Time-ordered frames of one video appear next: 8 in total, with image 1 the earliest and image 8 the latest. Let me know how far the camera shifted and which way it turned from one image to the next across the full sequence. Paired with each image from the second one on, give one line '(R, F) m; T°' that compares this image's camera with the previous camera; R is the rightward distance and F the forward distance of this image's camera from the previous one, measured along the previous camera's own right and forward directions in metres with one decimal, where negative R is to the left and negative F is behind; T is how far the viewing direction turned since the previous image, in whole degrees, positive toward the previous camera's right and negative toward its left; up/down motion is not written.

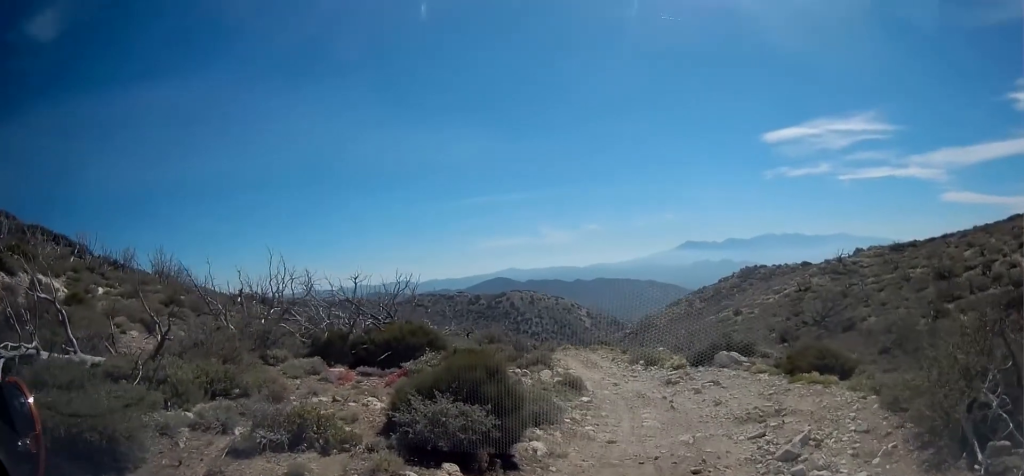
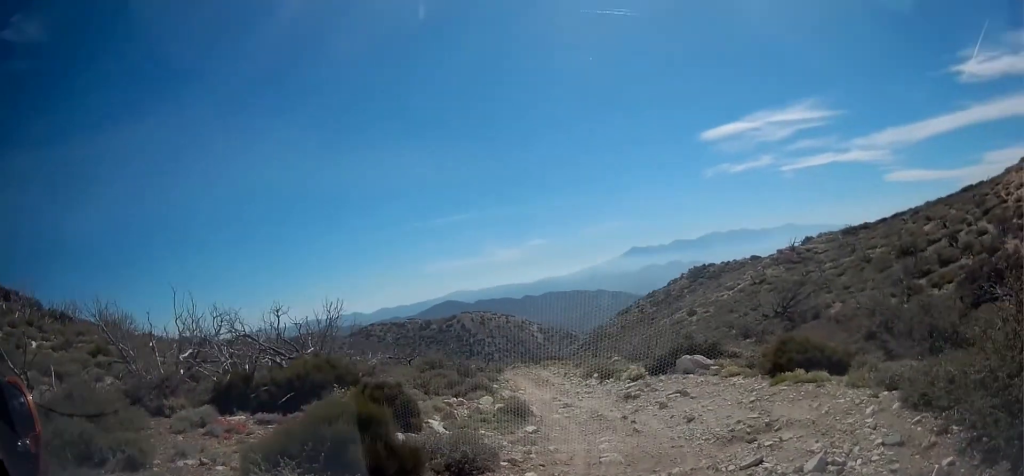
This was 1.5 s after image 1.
(+0.3, +2.4) m; +8°
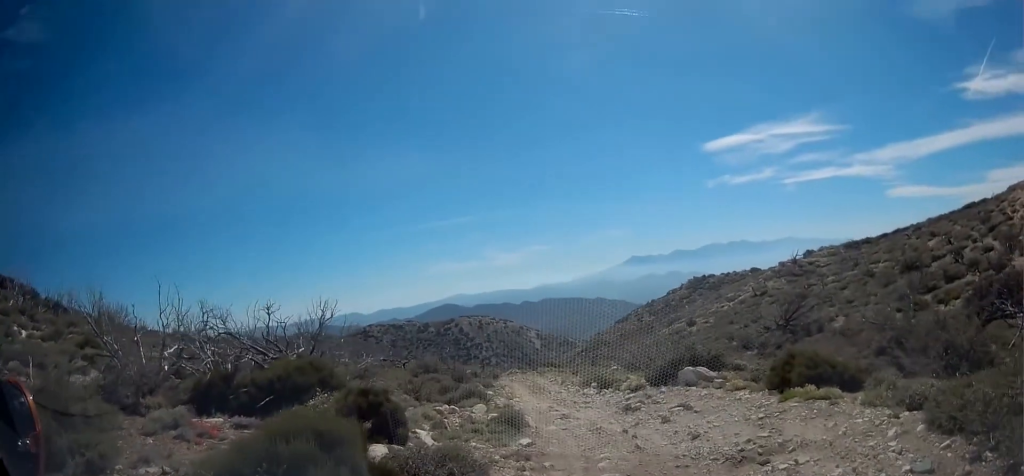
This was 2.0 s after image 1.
(0.0, +0.7) m; 0°
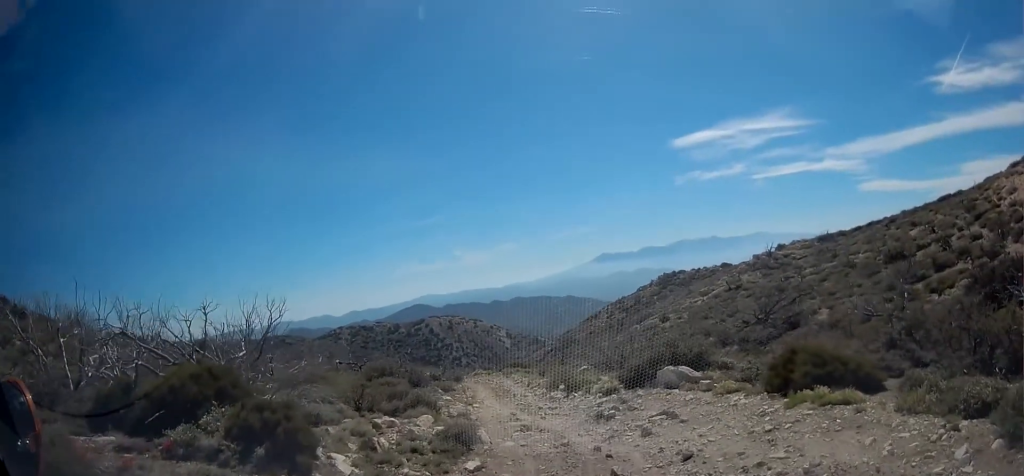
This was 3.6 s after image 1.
(+0.2, +2.4) m; +7°
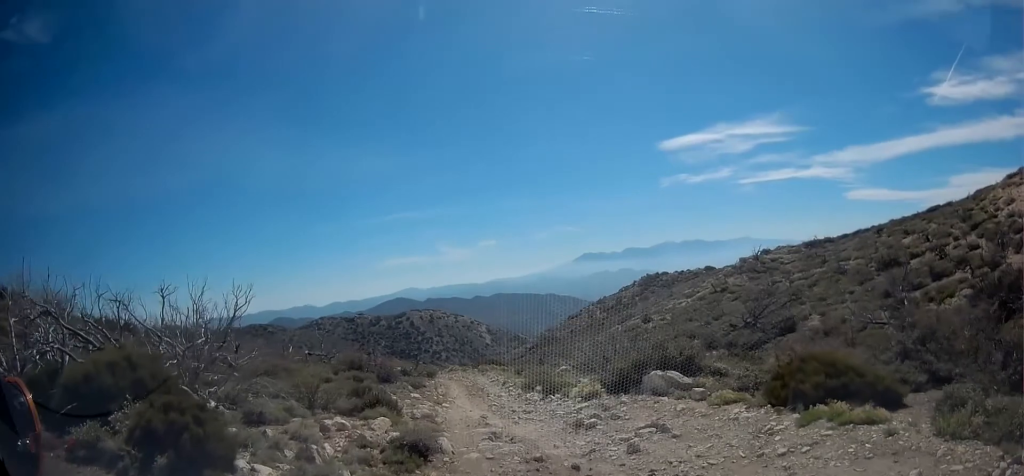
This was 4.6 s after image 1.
(0.0, +1.5) m; -5°
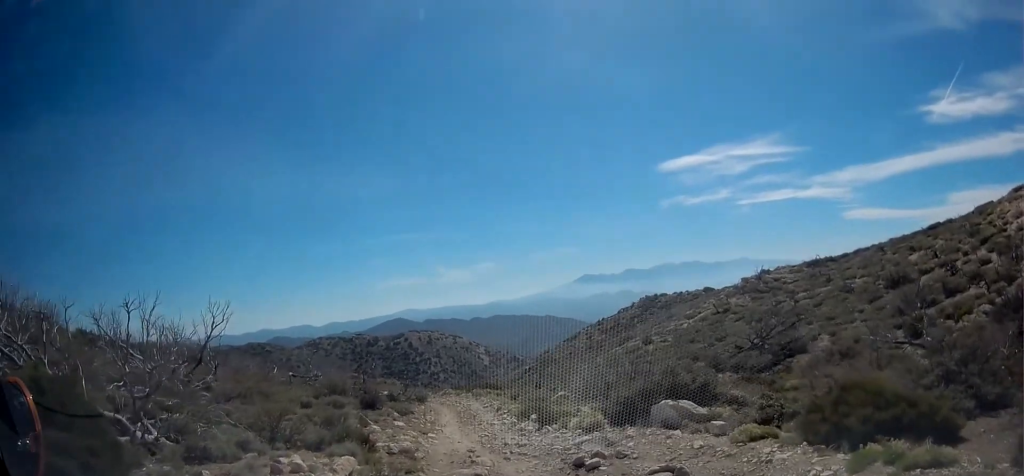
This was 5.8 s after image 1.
(-0.1, +1.9) m; -3°
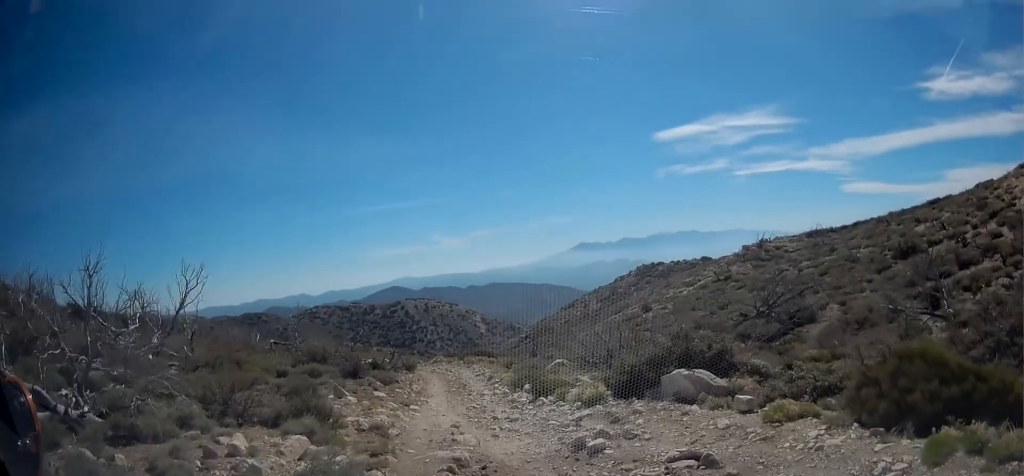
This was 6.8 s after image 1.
(0.0, +1.6) m; +1°
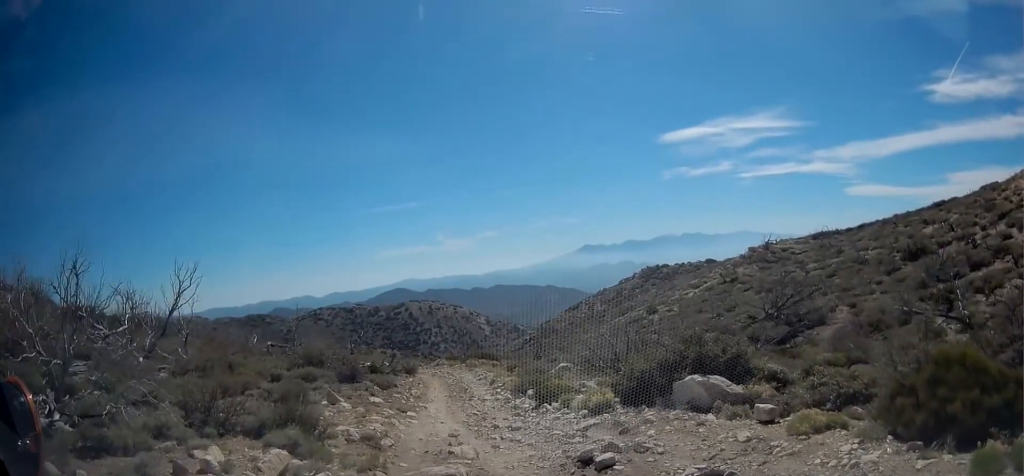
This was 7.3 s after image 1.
(0.0, +0.7) m; 0°
